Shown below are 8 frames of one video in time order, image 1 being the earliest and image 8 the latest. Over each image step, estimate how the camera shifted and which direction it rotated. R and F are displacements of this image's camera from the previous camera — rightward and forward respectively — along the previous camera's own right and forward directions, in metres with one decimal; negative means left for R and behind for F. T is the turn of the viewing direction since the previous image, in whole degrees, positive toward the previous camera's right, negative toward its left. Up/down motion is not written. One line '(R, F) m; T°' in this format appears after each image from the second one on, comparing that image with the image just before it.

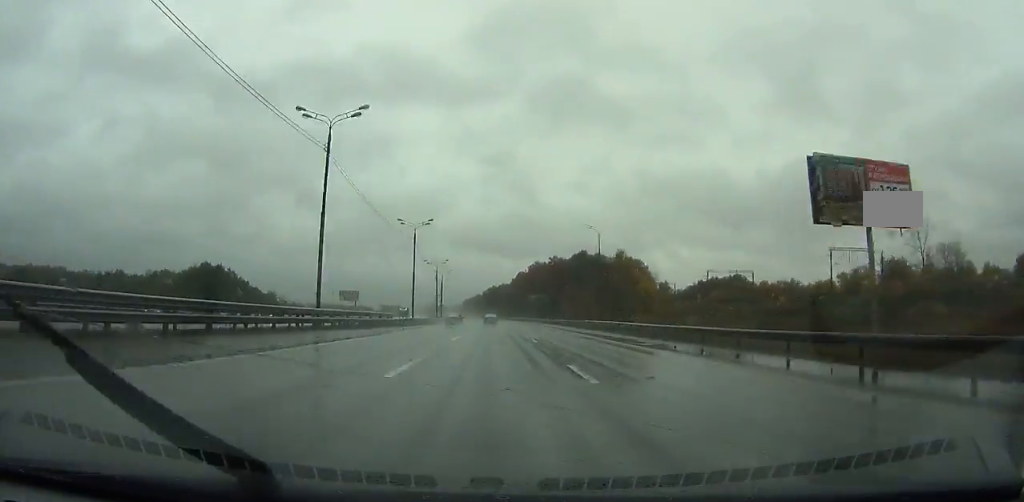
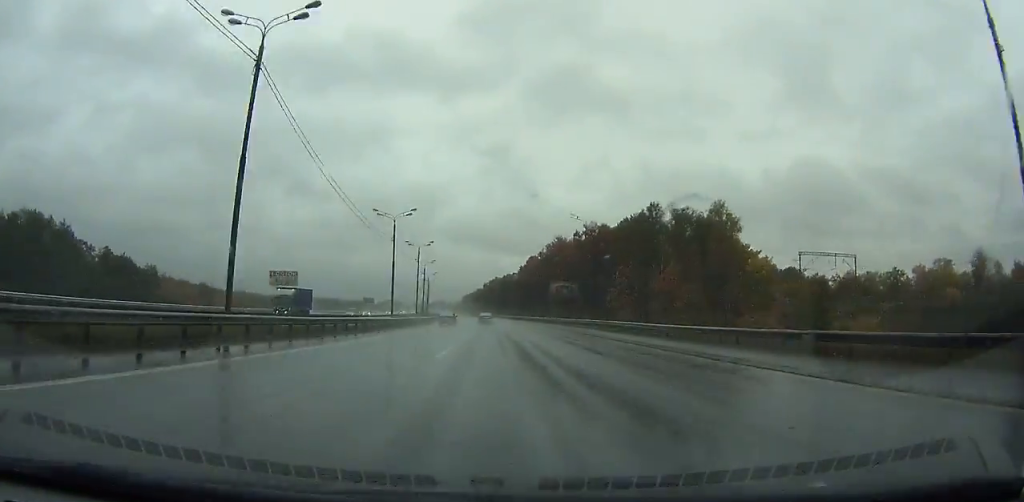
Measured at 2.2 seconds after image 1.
(-0.1, +57.1) m; -1°
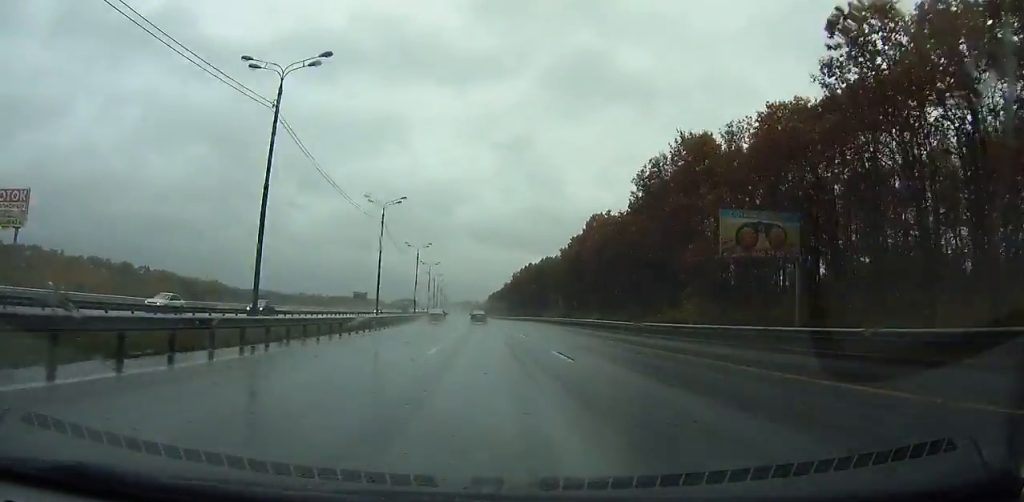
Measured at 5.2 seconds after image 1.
(-1.0, +76.8) m; -2°
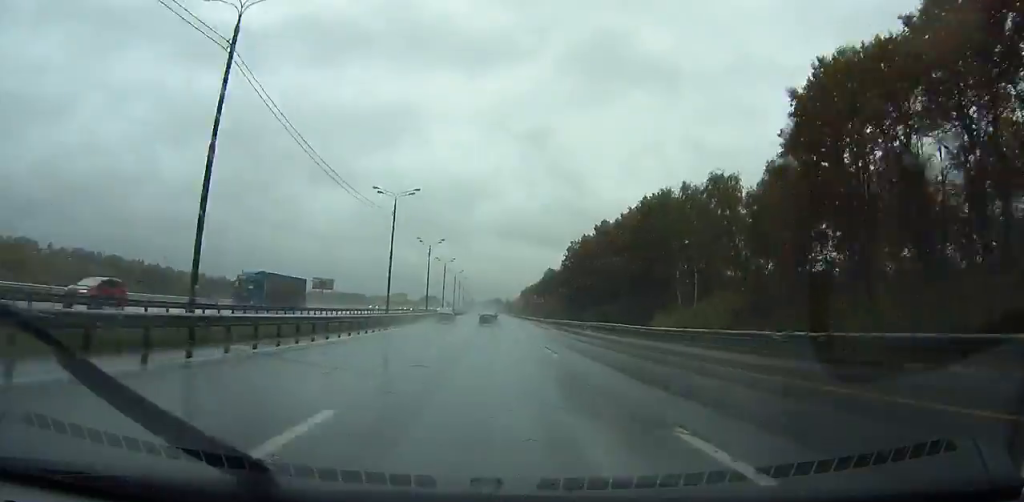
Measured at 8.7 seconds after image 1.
(-2.5, +86.4) m; -2°
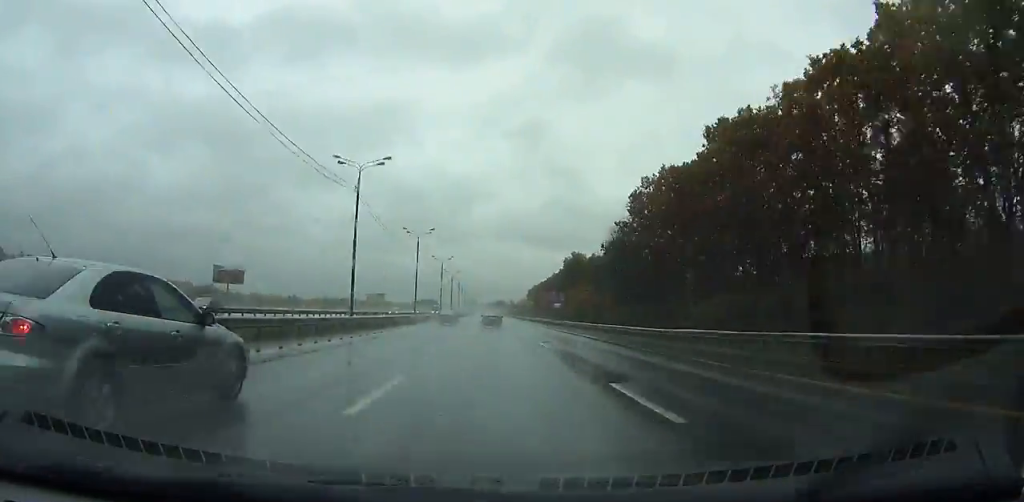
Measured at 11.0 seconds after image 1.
(-0.6, +55.2) m; -1°
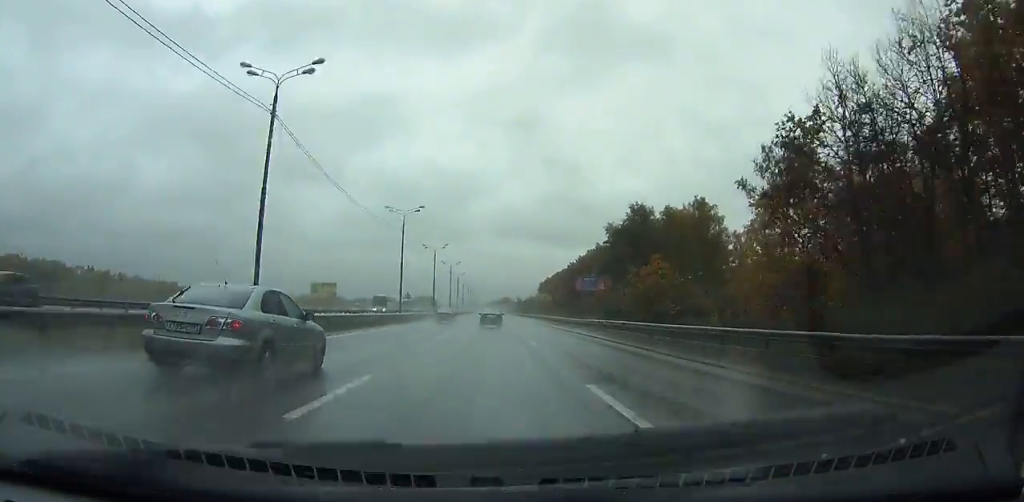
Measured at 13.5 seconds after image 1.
(-0.1, +59.7) m; 0°
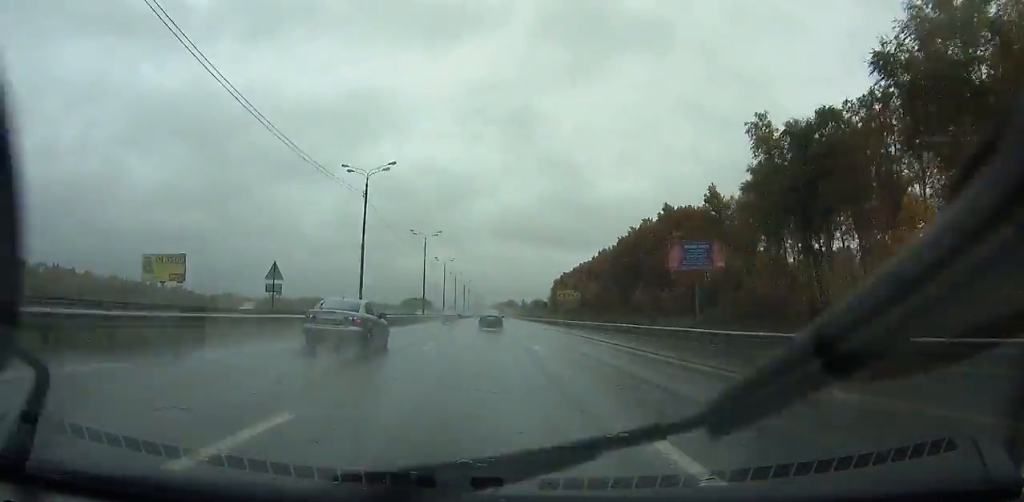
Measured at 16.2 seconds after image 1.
(-0.1, +64.9) m; 0°
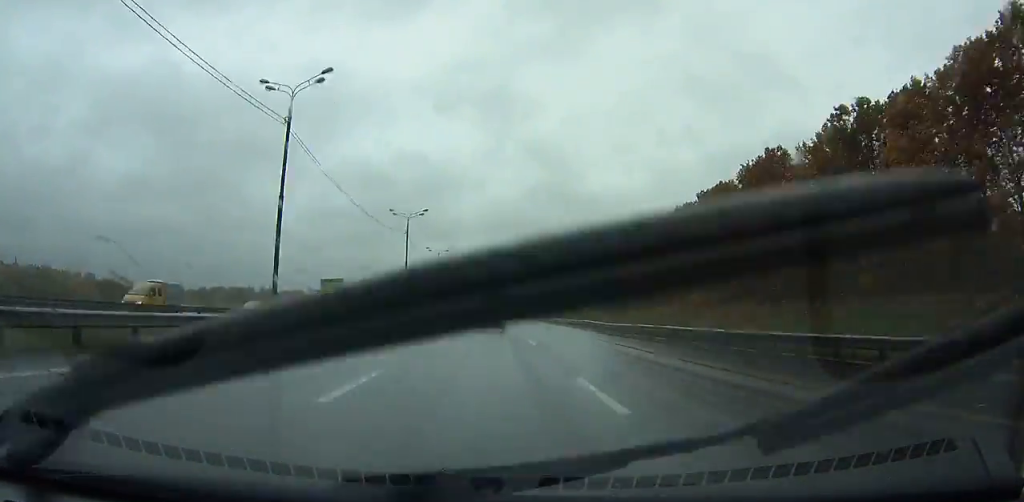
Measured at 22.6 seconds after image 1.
(-0.2, +154.6) m; 0°
